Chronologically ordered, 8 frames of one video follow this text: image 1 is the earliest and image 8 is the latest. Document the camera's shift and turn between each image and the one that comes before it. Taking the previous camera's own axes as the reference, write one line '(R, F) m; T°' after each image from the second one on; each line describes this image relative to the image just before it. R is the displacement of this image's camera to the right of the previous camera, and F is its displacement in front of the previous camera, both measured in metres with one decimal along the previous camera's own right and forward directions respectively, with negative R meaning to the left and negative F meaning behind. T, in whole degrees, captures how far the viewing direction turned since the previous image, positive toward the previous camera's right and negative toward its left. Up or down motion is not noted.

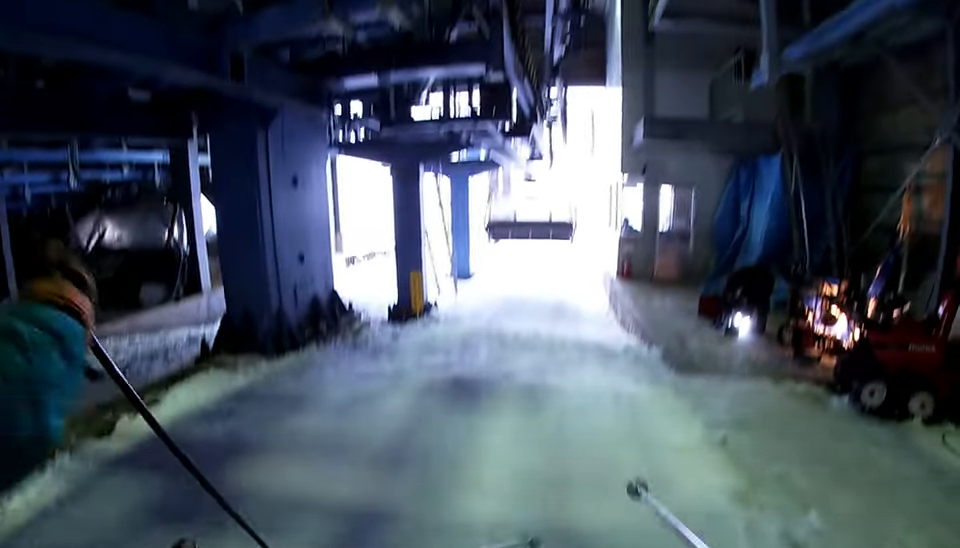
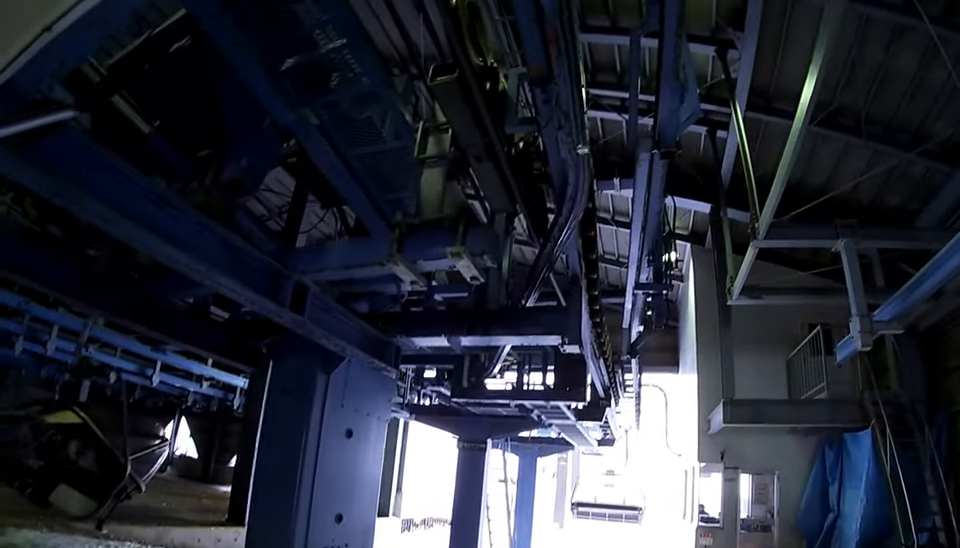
(+0.1, +2.7) m; +6°
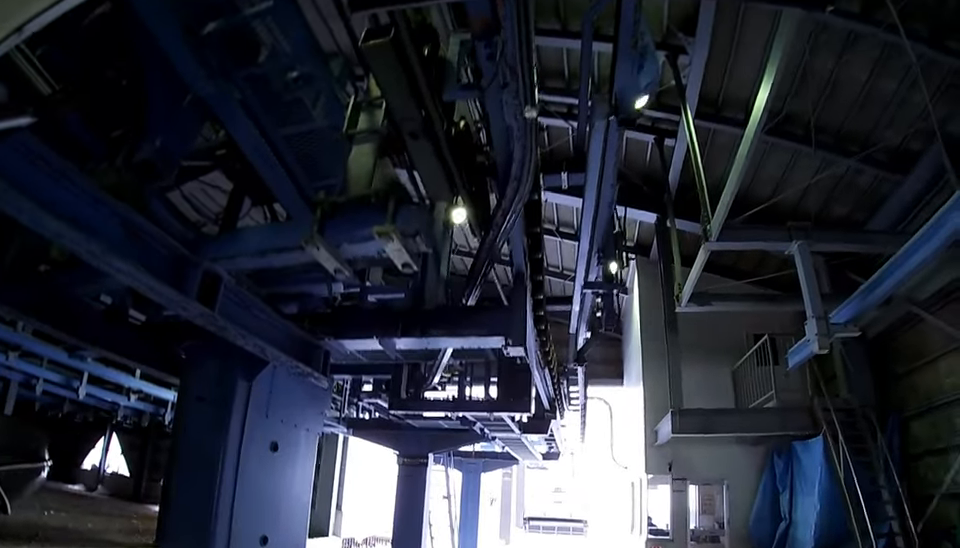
(0.0, +1.4) m; +5°
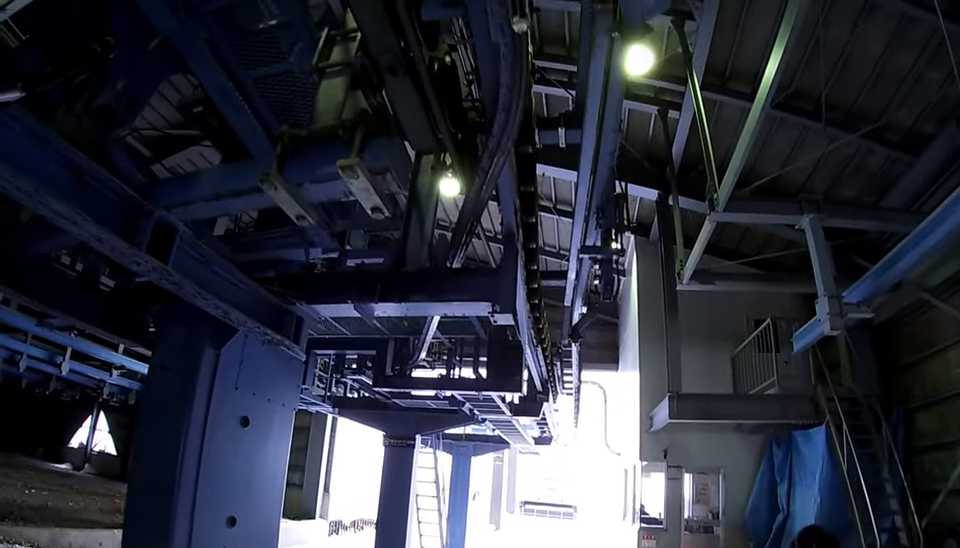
(+0.2, +1.2) m; +10°
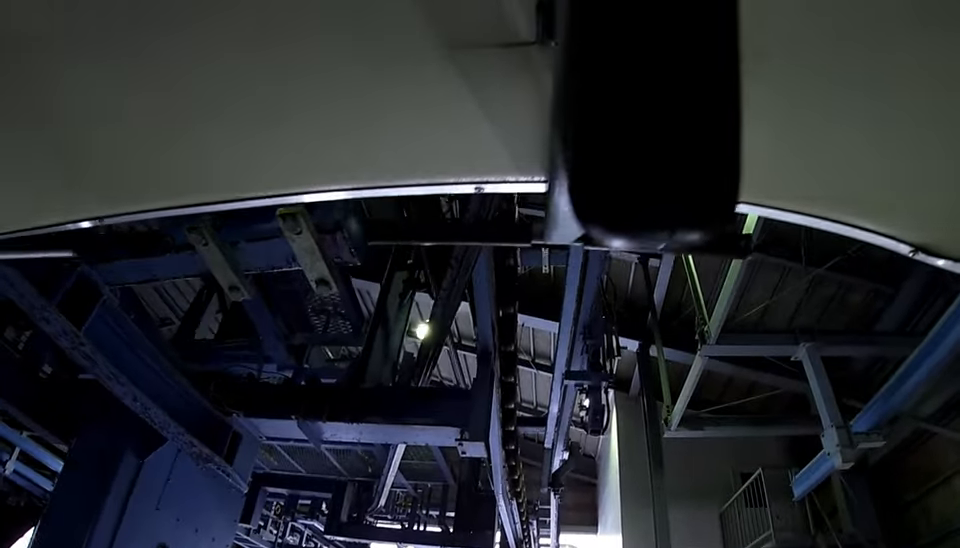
(+0.4, +2.1) m; +20°
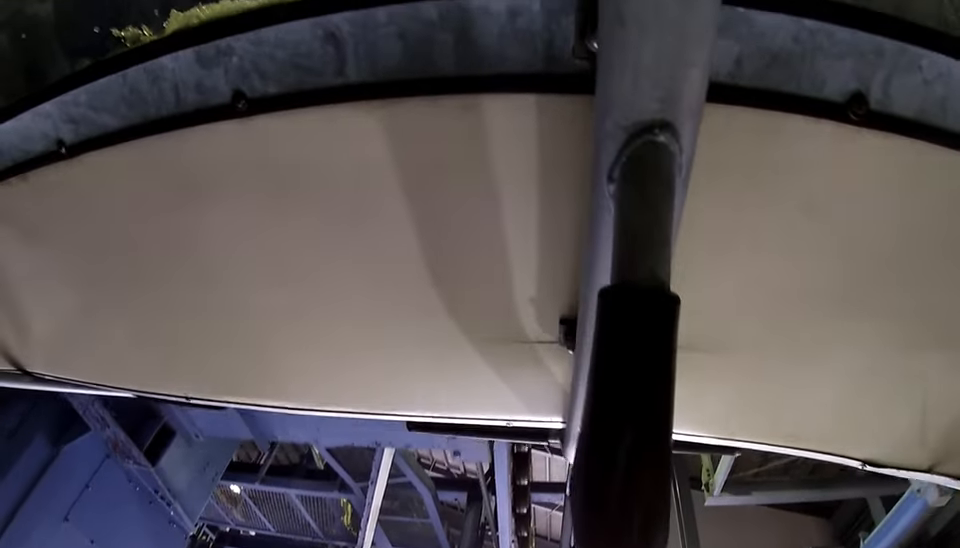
(+0.7, +2.9) m; +26°
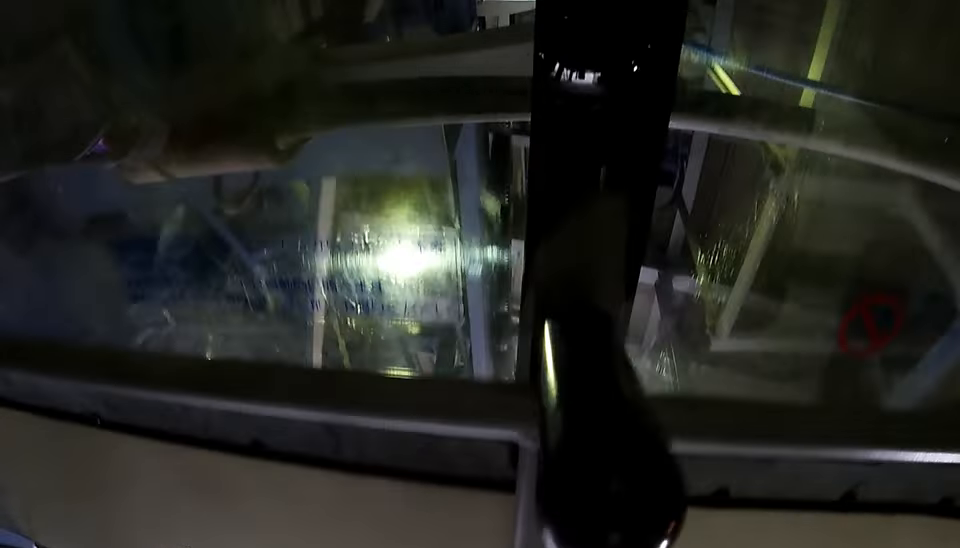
(+0.4, +3.0) m; +10°
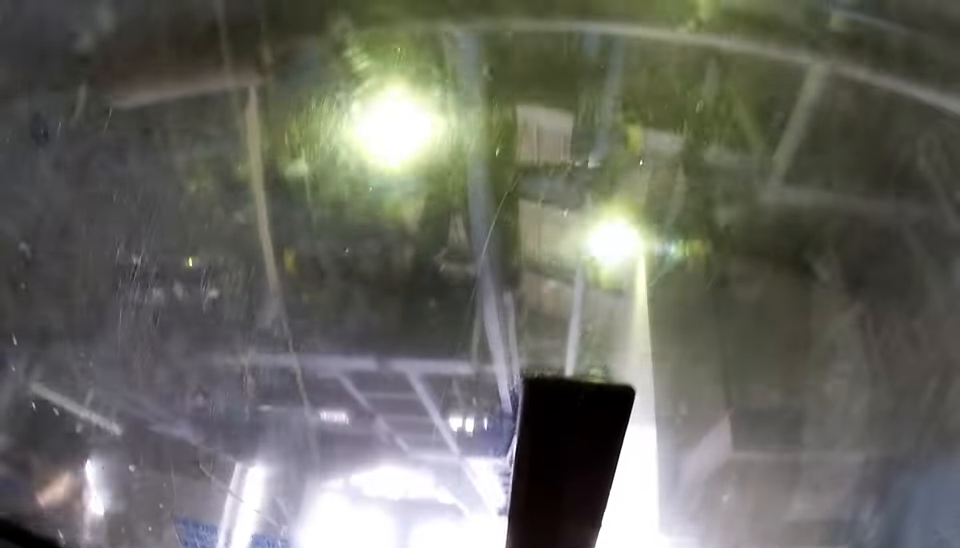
(+0.1, +2.4) m; +3°
